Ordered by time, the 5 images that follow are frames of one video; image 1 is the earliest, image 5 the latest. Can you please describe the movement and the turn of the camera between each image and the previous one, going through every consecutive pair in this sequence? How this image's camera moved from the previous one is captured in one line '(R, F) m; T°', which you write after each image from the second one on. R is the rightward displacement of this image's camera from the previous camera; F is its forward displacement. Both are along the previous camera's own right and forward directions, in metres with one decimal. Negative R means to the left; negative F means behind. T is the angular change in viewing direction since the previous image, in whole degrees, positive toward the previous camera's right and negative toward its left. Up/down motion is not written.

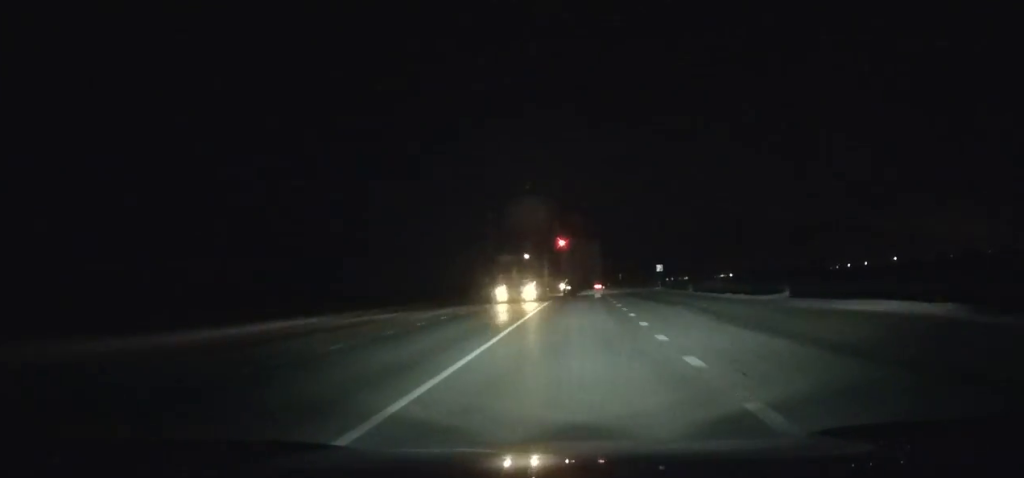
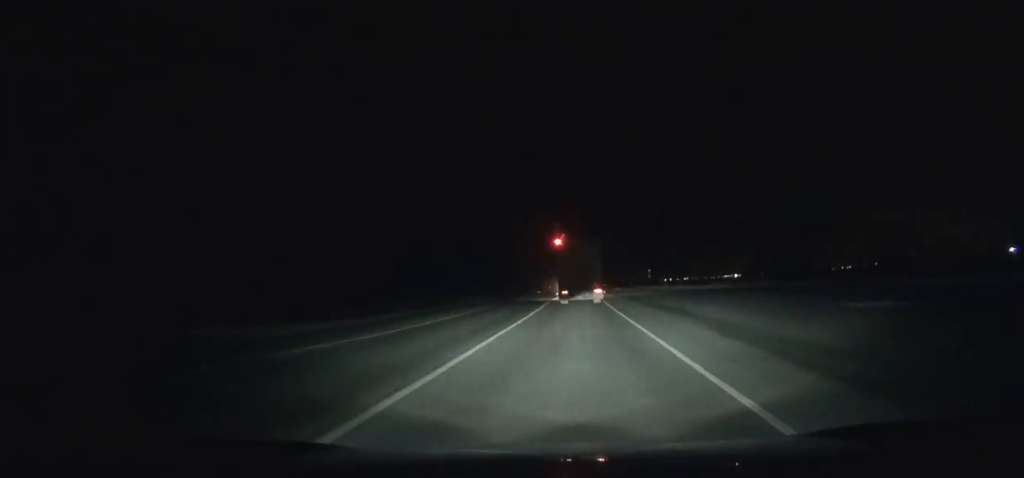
(+0.5, +87.4) m; 0°
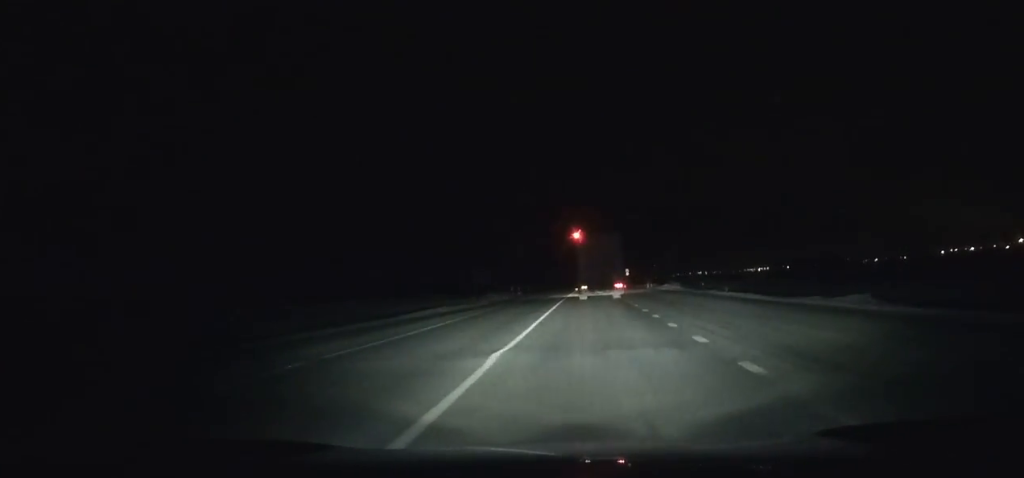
(-1.9, +127.8) m; -1°
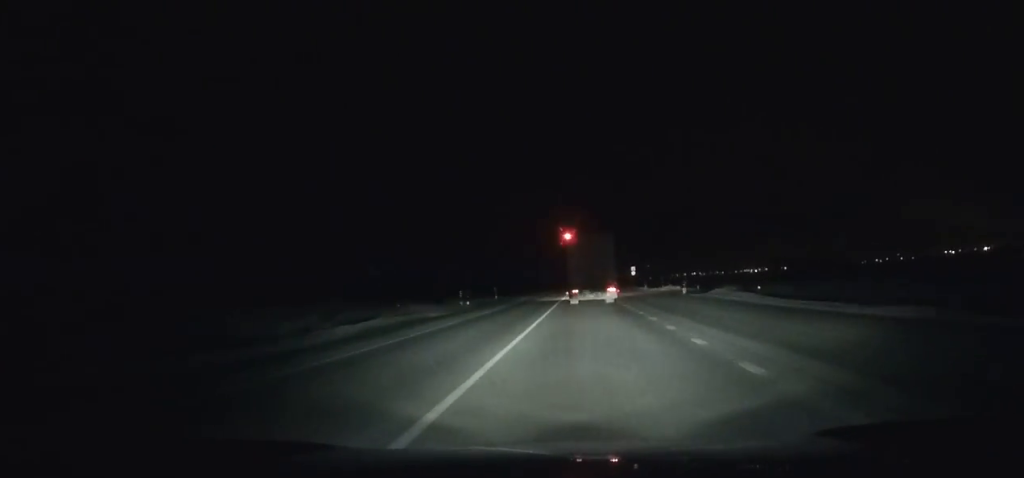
(+0.1, +31.0) m; 0°
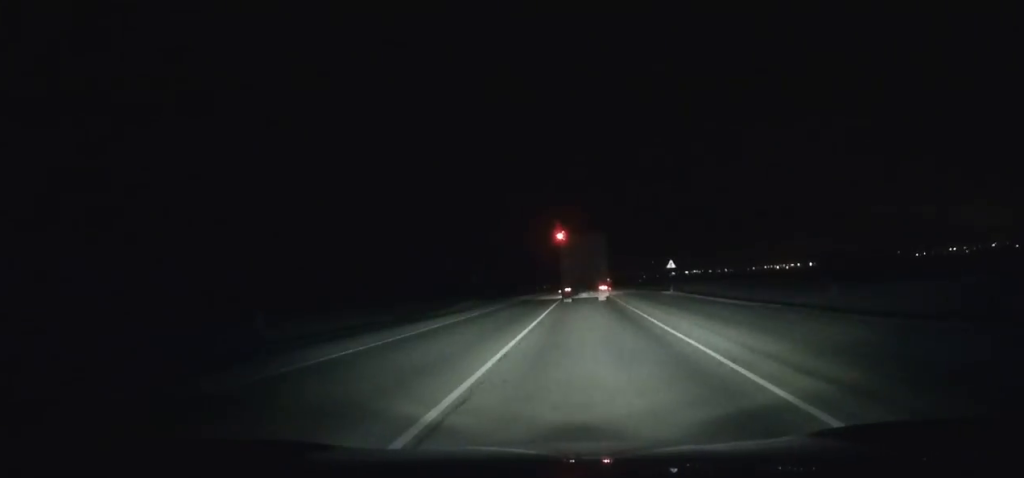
(-1.1, +178.1) m; 0°
